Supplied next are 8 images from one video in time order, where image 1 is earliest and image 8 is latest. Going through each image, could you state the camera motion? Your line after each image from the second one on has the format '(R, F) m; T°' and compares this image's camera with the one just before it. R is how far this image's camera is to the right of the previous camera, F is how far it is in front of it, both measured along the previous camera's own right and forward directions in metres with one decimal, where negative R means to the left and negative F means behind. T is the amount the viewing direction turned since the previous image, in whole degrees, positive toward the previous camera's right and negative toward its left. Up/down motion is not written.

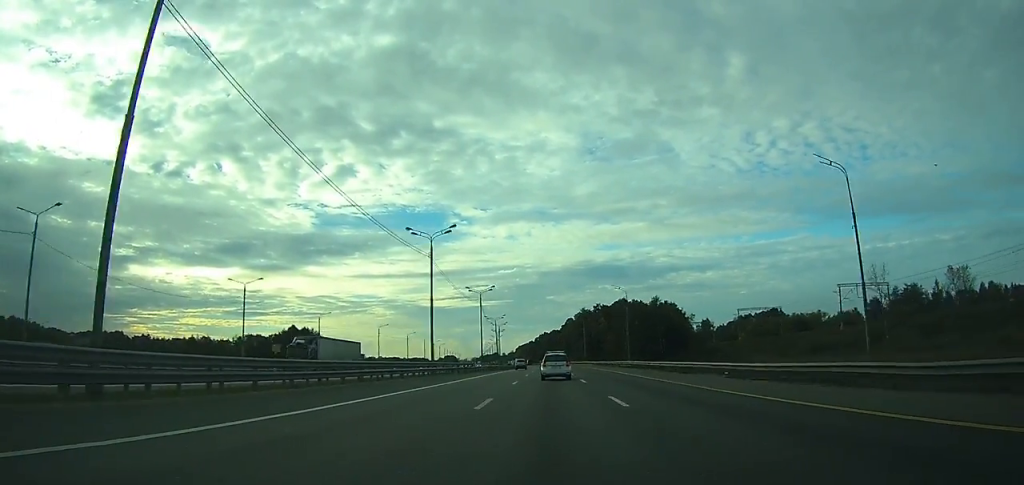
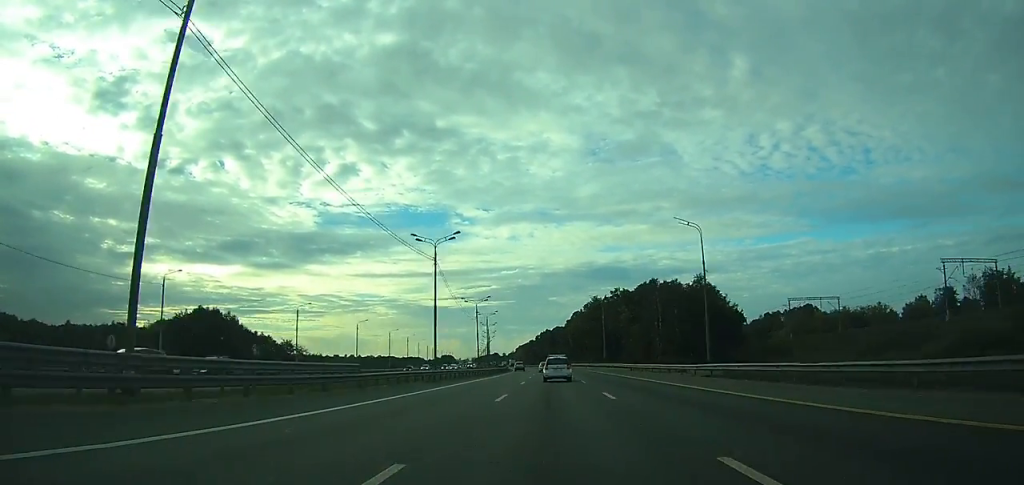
(+0.2, +42.8) m; 0°
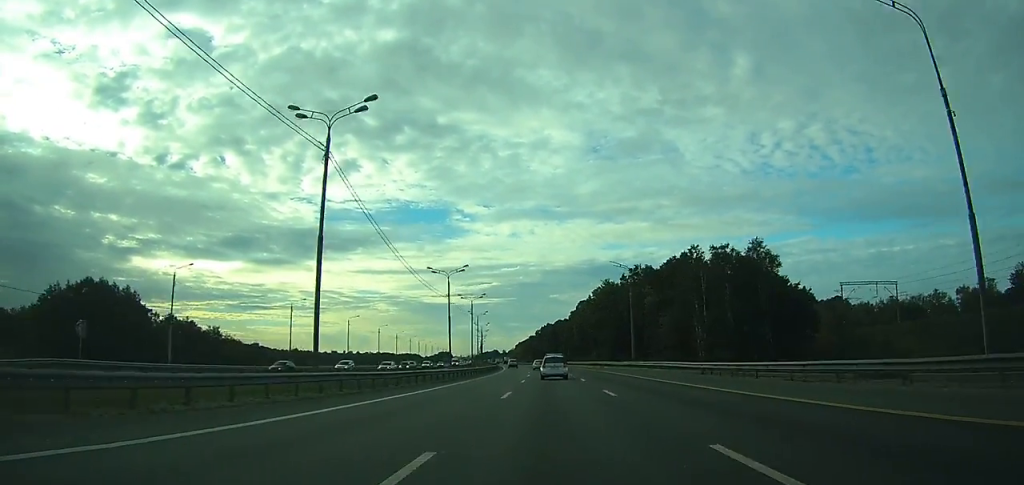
(+0.1, +31.2) m; 0°
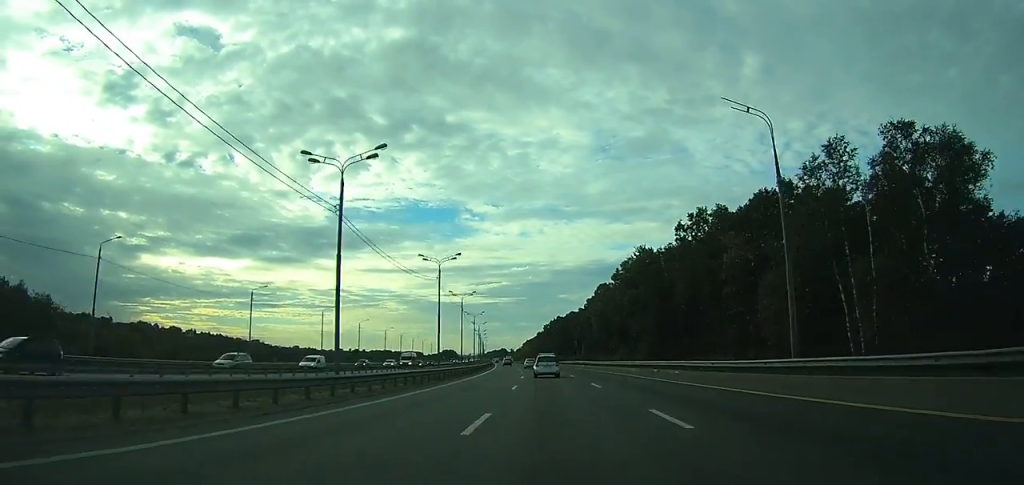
(0.0, +43.7) m; -1°
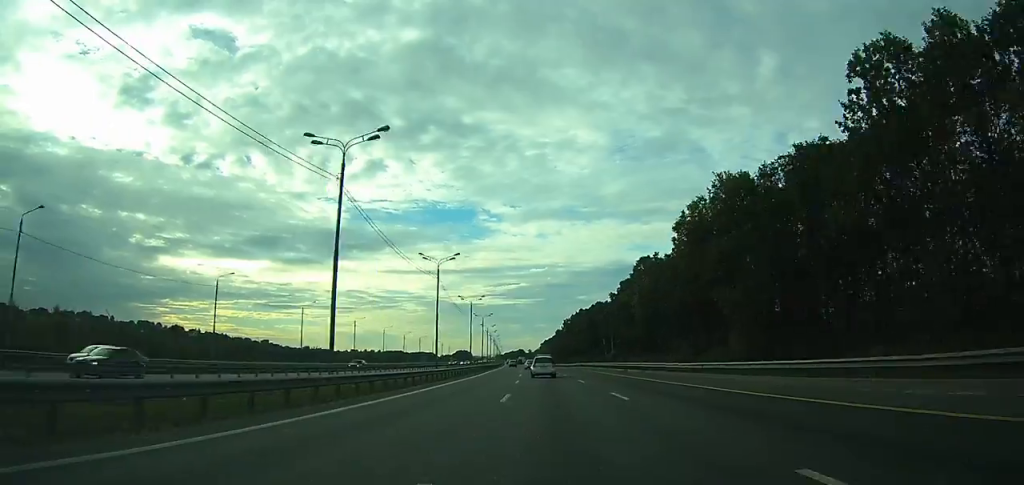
(-0.6, +44.0) m; -1°
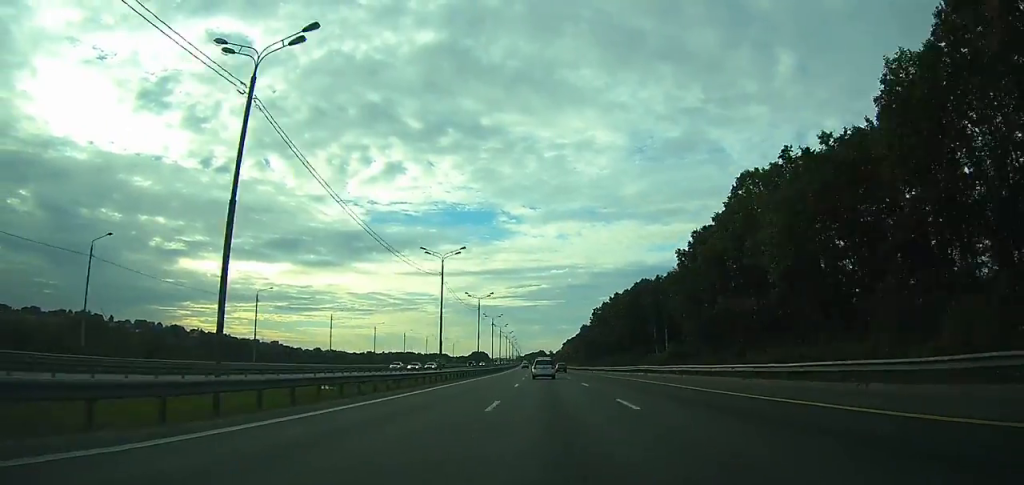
(-1.0, +57.5) m; -2°
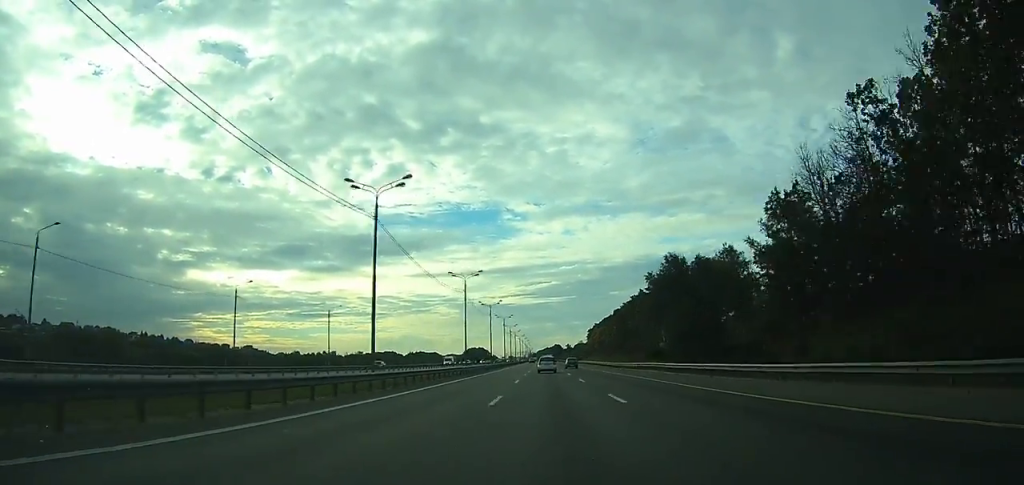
(-4.7, +164.8) m; -3°
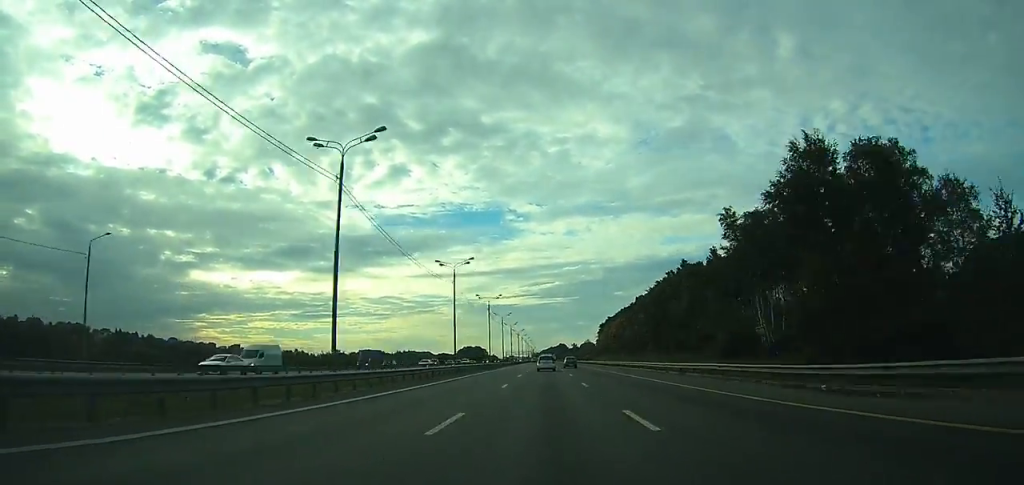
(-0.2, +55.1) m; 0°
